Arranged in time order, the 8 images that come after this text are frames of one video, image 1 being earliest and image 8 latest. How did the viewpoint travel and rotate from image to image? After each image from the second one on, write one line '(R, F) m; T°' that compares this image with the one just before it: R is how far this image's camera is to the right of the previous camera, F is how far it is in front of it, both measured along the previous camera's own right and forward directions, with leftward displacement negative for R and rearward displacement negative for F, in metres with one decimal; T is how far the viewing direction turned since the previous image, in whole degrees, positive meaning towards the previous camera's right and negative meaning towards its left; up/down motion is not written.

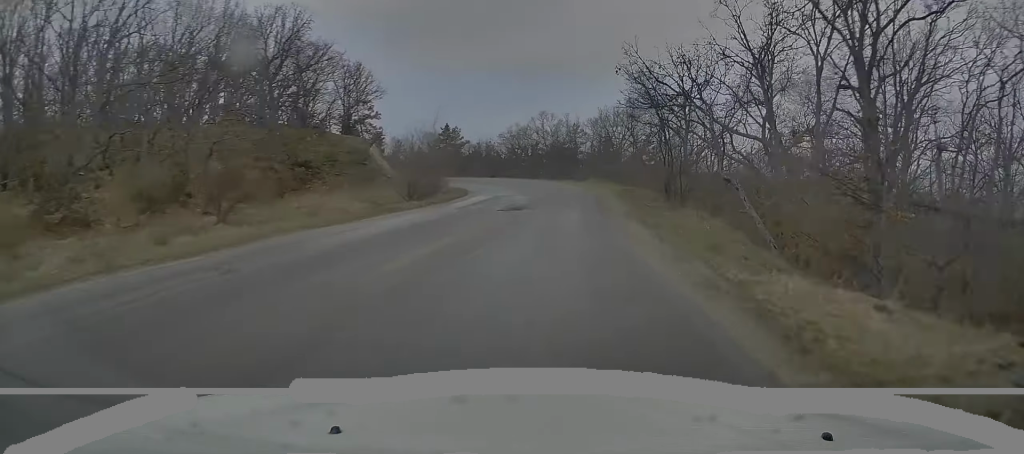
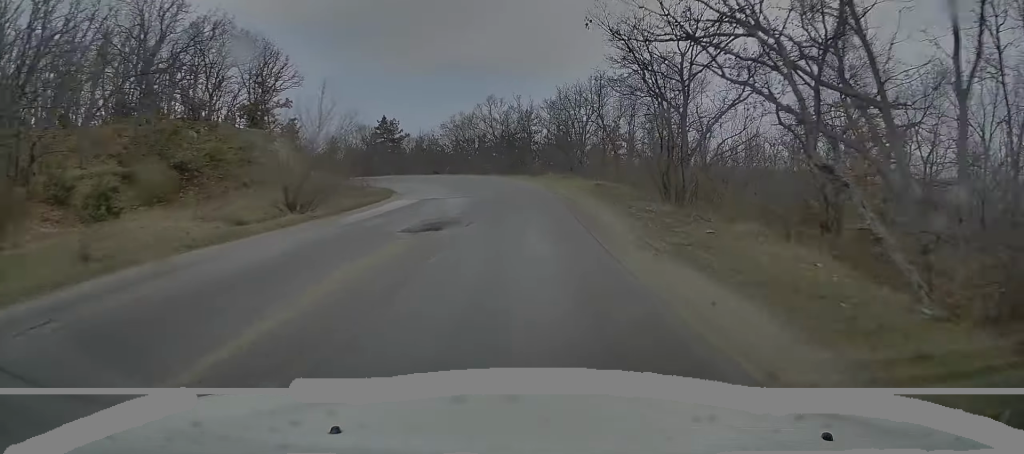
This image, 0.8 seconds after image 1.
(+0.4, +10.4) m; +2°
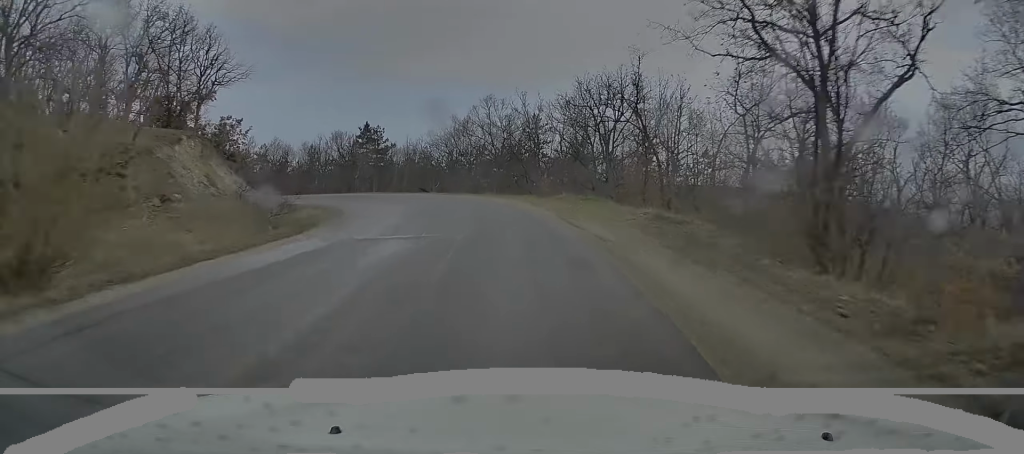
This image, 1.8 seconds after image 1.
(0.0, +12.9) m; -1°
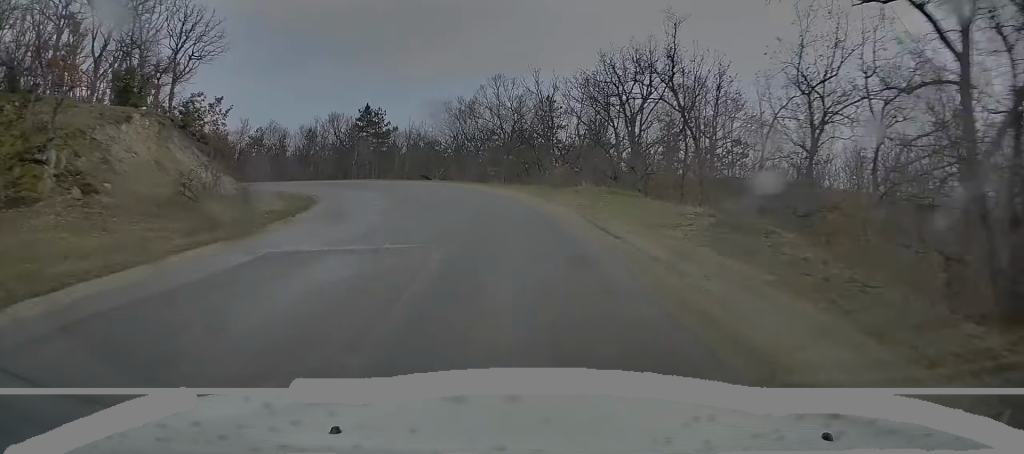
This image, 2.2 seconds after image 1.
(0.0, +5.2) m; -1°
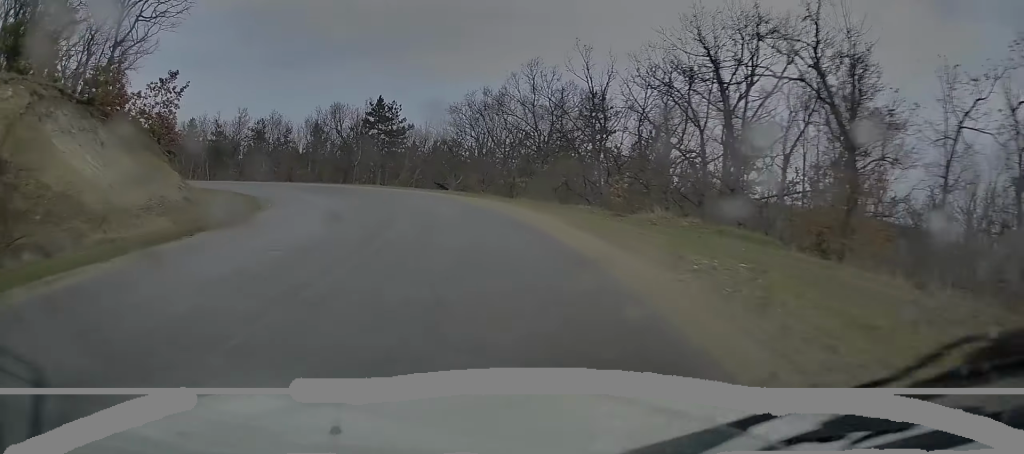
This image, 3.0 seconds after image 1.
(-0.2, +10.5) m; -3°
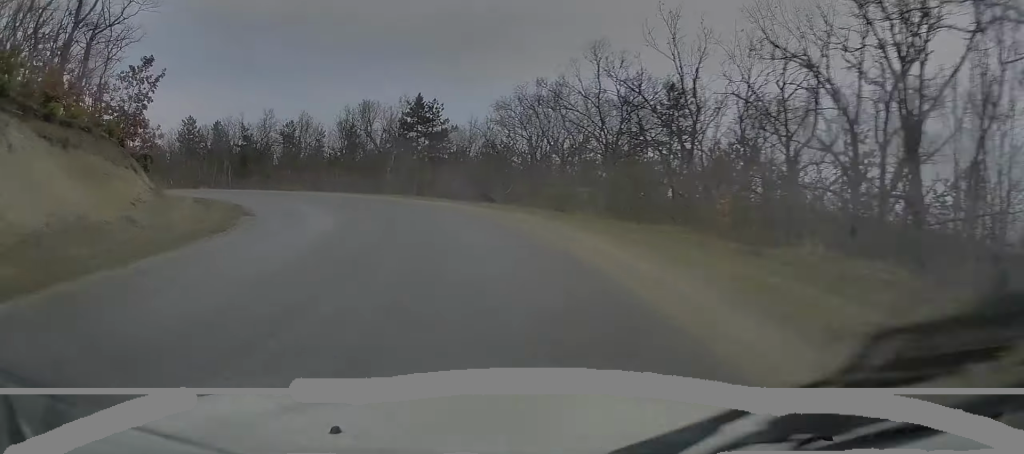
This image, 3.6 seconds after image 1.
(-0.3, +7.4) m; -4°
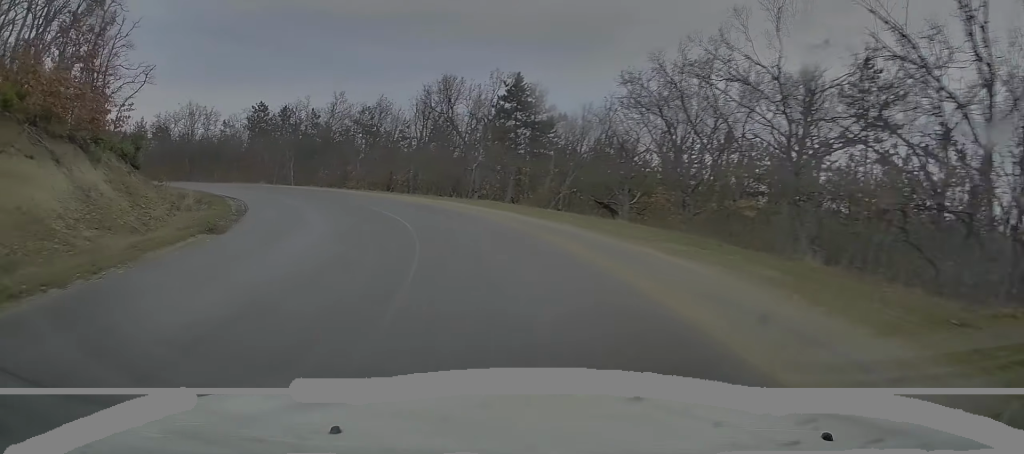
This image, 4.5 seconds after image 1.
(-0.5, +10.3) m; -8°
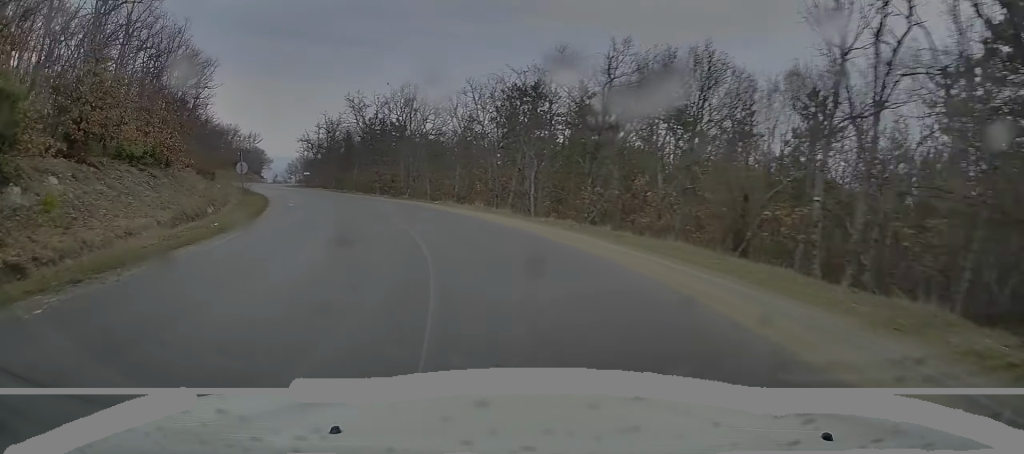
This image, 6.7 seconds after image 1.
(-5.9, +24.8) m; -27°
